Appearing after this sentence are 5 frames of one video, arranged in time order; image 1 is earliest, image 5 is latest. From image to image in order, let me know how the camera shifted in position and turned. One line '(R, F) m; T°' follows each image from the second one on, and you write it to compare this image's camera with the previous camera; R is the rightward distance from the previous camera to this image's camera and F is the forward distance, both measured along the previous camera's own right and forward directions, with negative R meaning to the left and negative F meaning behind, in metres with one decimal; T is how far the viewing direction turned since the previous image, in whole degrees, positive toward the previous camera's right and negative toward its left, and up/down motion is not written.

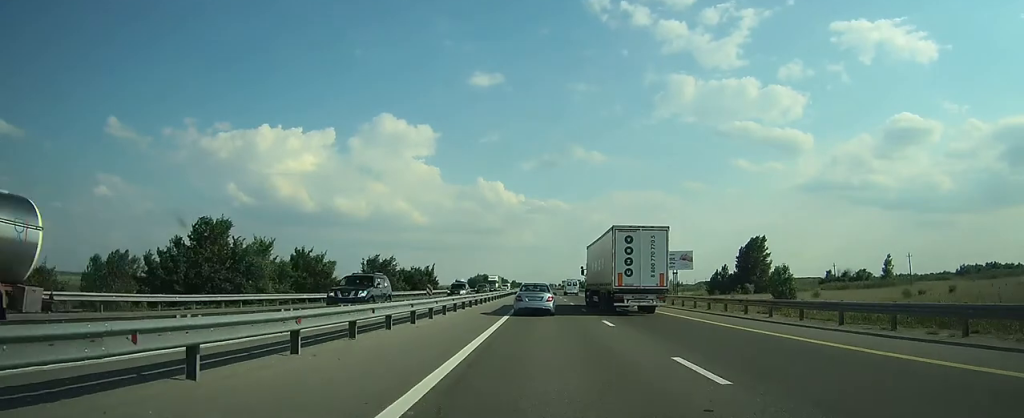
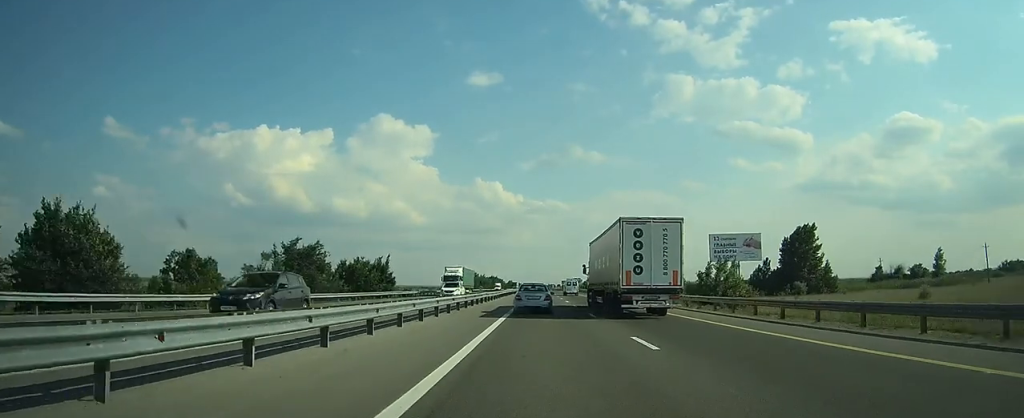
(0.0, +31.0) m; 0°
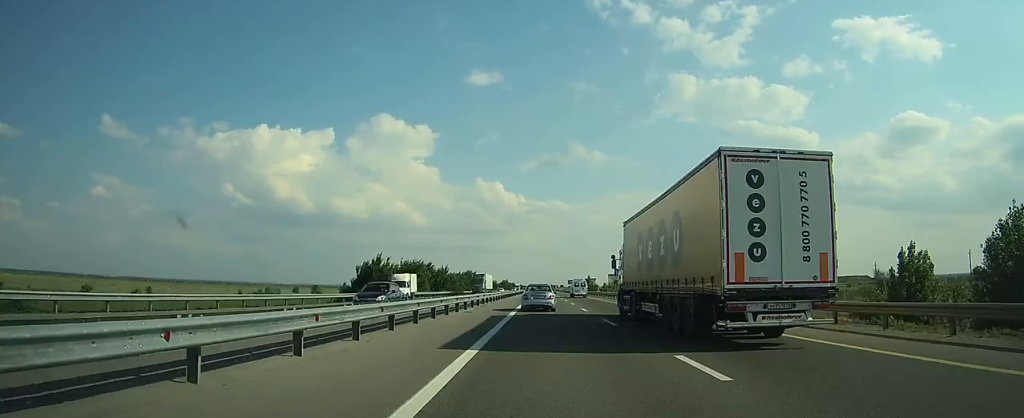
(+0.1, +86.4) m; 0°
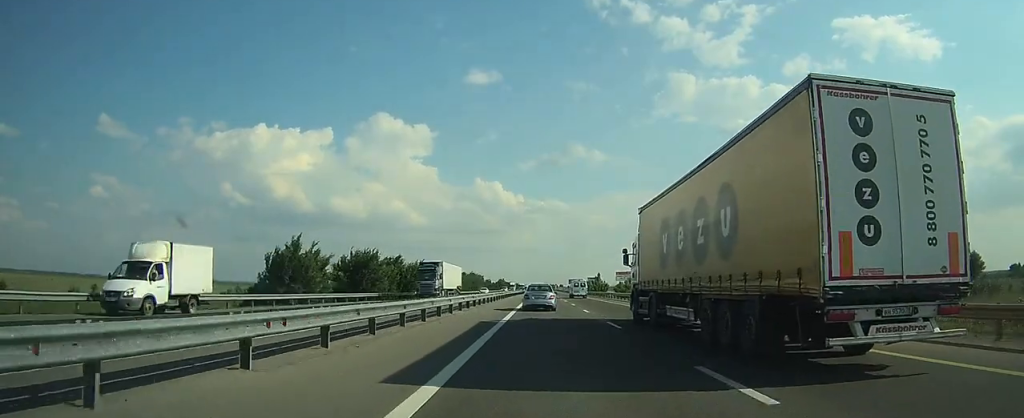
(-0.1, +25.2) m; 0°
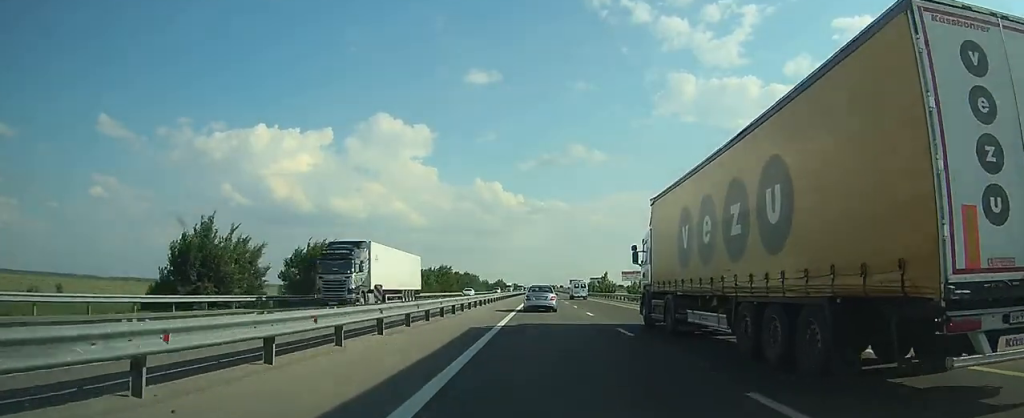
(0.0, +13.9) m; 0°
